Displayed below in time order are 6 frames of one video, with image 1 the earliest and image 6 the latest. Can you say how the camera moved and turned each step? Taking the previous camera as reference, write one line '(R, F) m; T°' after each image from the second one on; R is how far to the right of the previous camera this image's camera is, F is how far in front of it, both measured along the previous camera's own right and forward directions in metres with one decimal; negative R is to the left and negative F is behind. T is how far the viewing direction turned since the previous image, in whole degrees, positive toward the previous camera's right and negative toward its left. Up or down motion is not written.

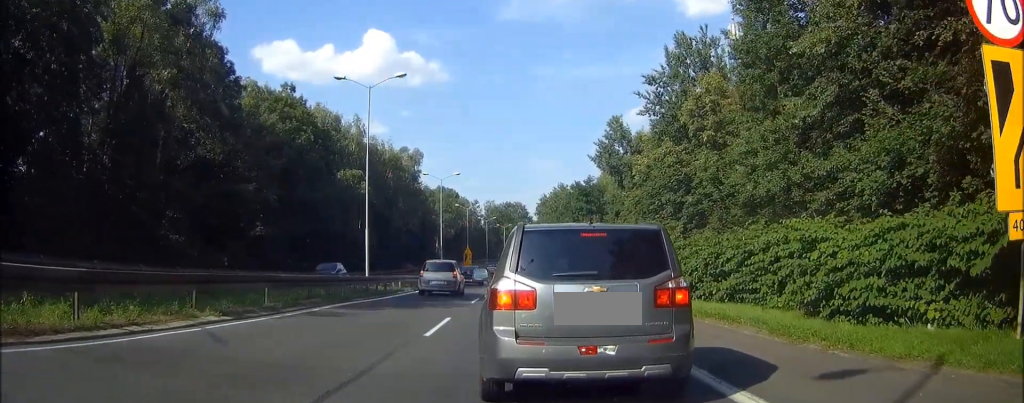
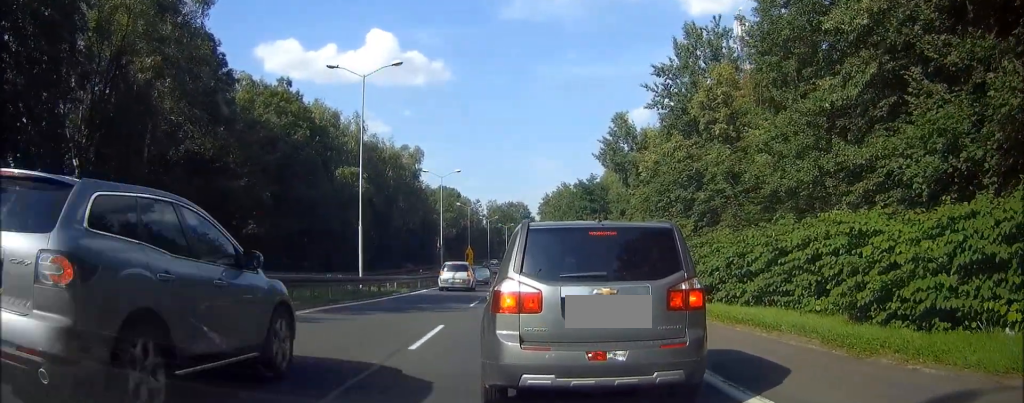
(0.0, +2.3) m; +4°
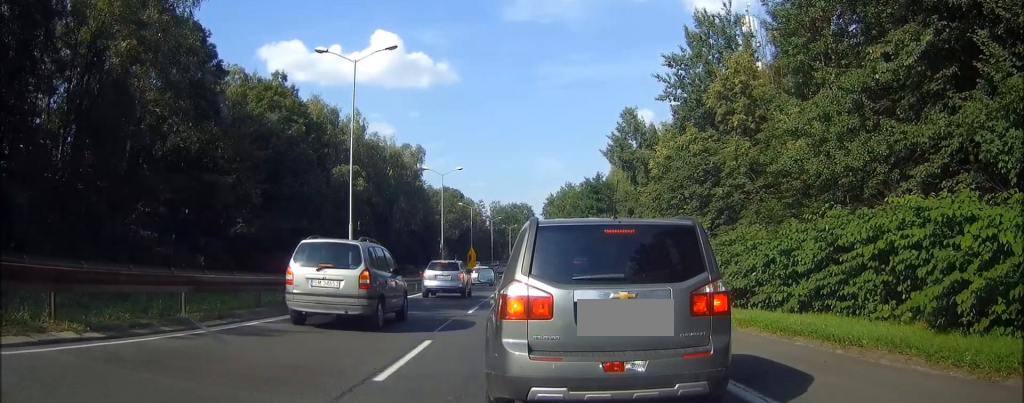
(+0.7, +2.2) m; +2°
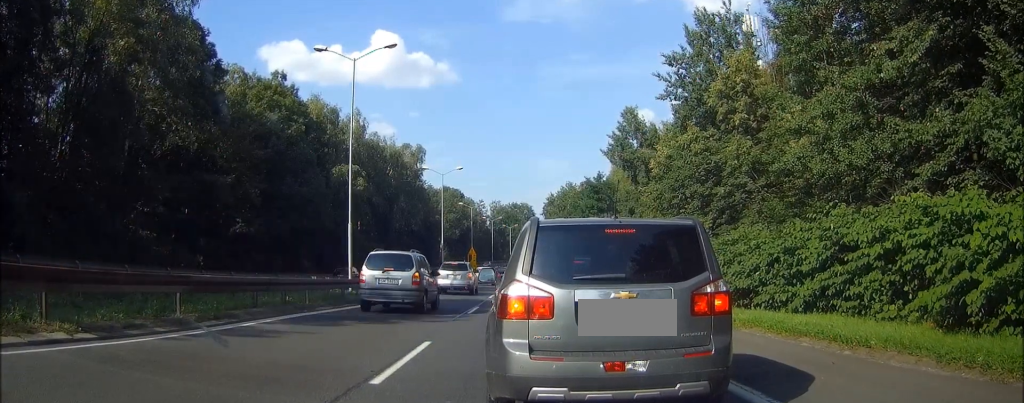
(+0.1, +0.1) m; 0°
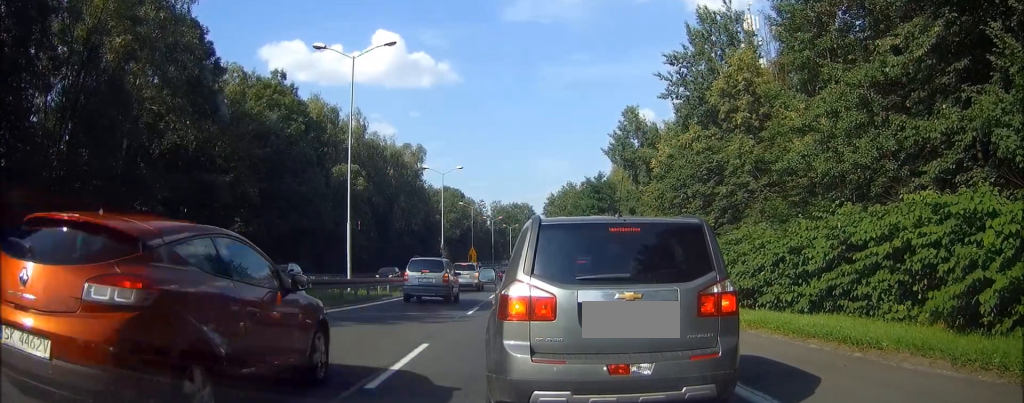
(+0.1, +0.1) m; 0°
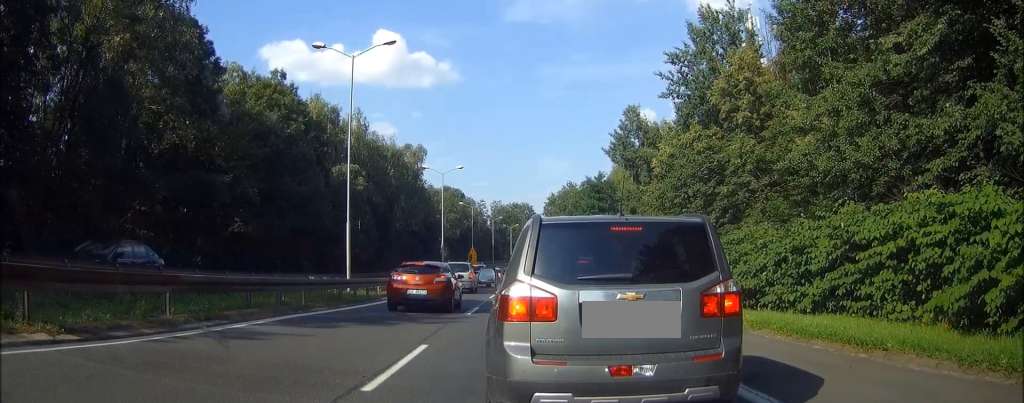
(0.0, +0.1) m; 0°
